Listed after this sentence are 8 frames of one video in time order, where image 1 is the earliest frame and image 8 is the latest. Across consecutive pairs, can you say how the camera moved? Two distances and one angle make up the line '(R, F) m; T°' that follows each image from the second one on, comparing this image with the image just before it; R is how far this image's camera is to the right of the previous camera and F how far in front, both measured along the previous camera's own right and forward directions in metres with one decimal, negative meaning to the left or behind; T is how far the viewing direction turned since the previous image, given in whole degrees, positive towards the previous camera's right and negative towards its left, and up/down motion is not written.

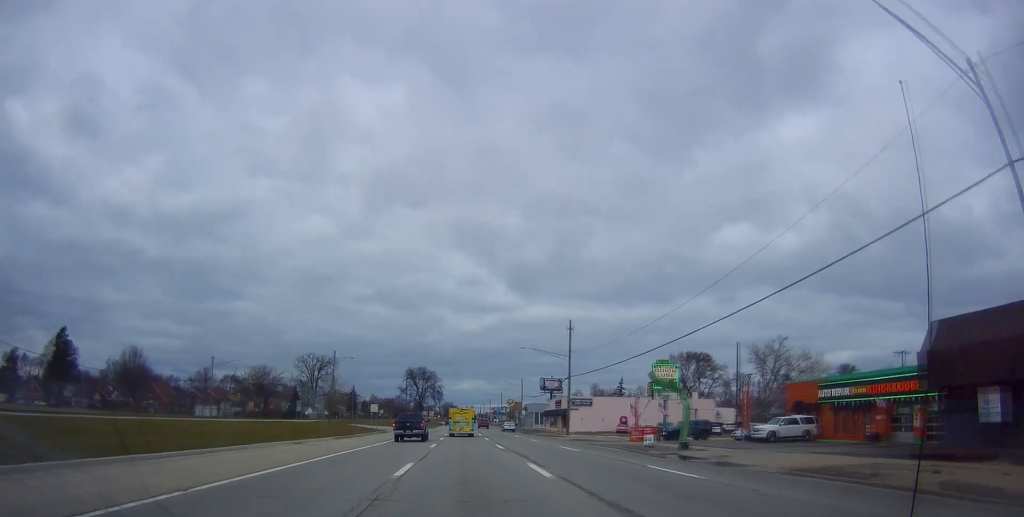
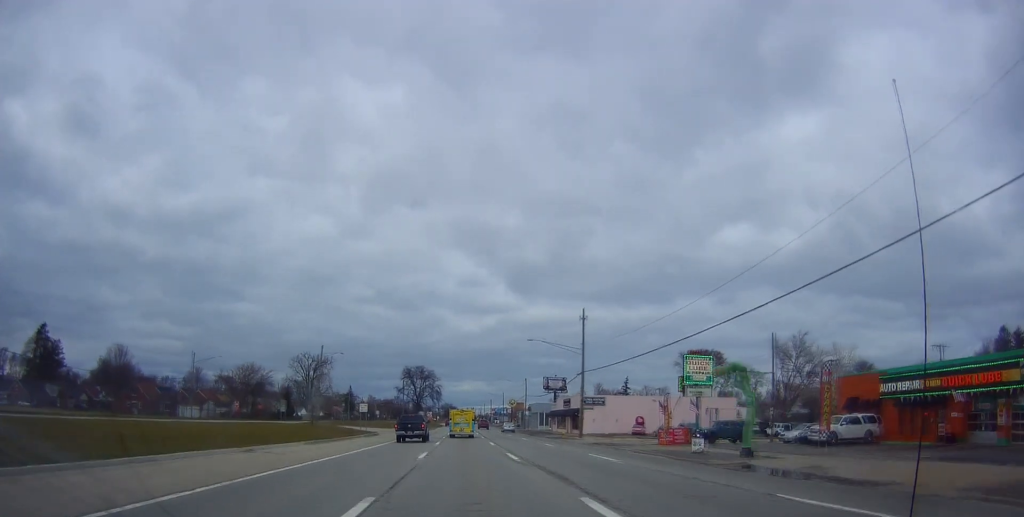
(-0.2, +8.0) m; 0°
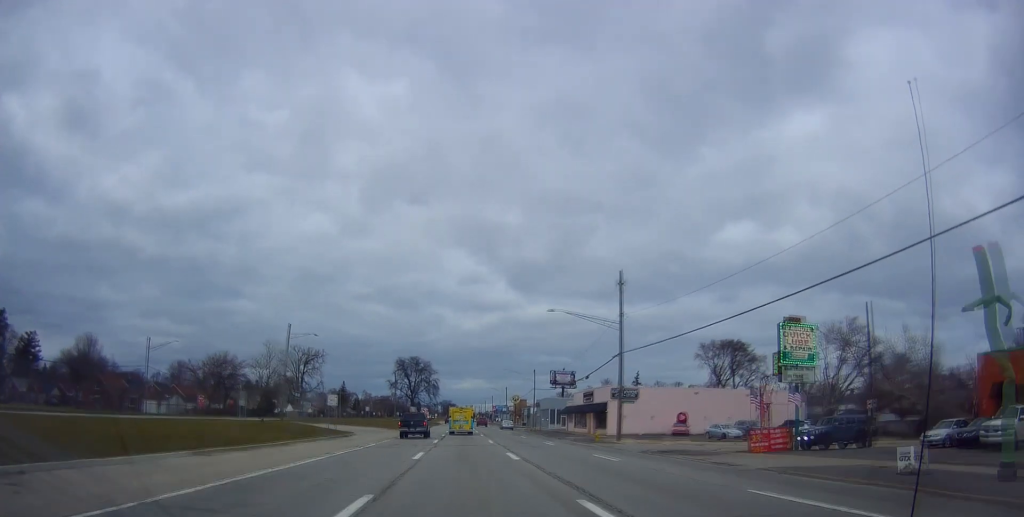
(+0.3, +15.6) m; +2°
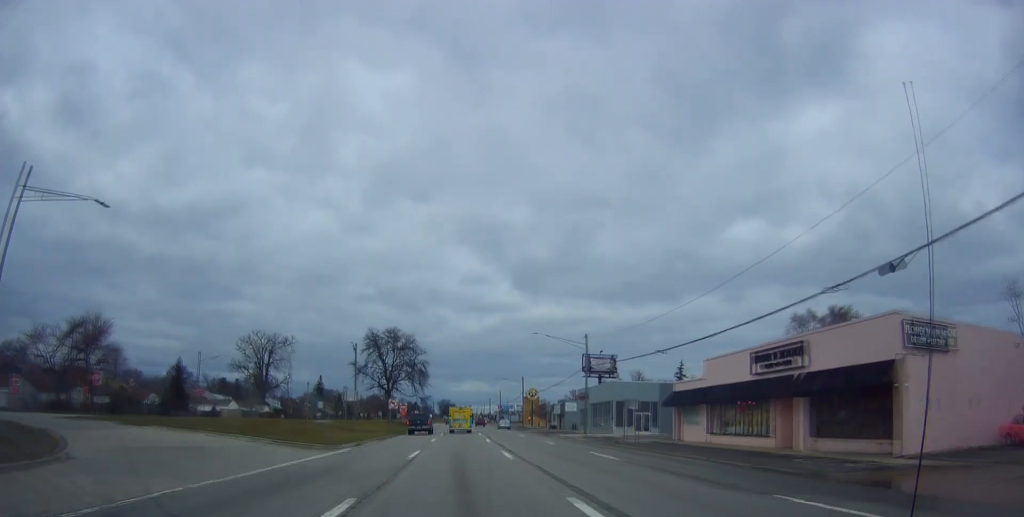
(+0.5, +46.5) m; -1°
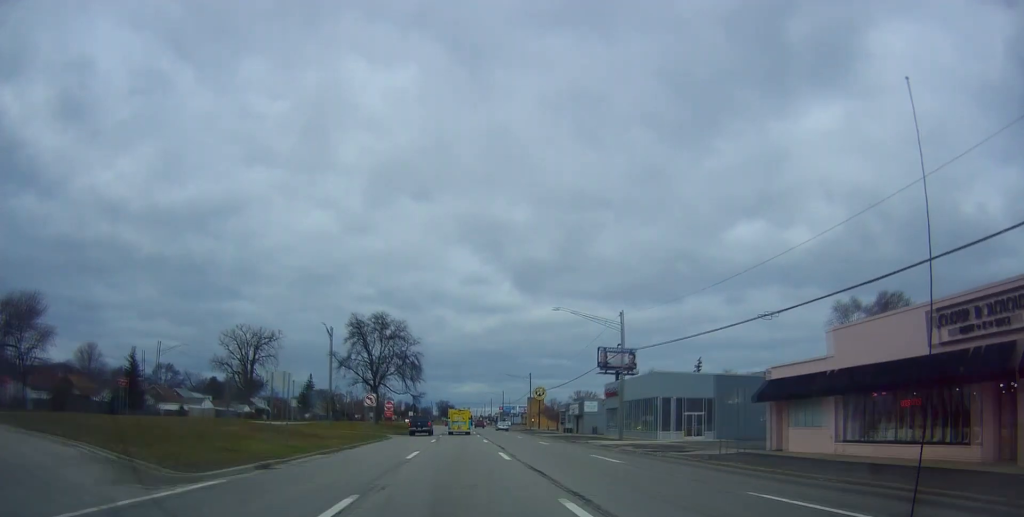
(-0.4, +14.9) m; 0°
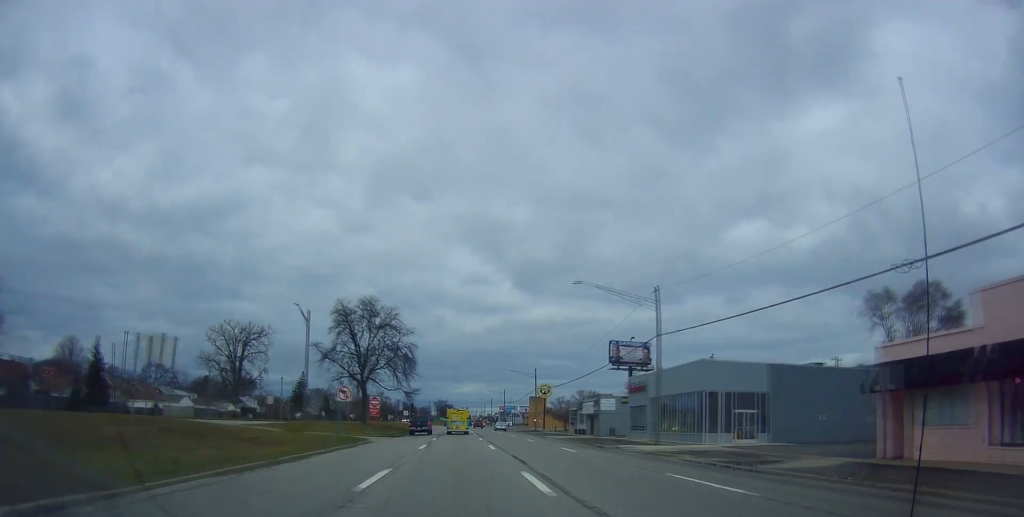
(+0.4, +9.7) m; 0°
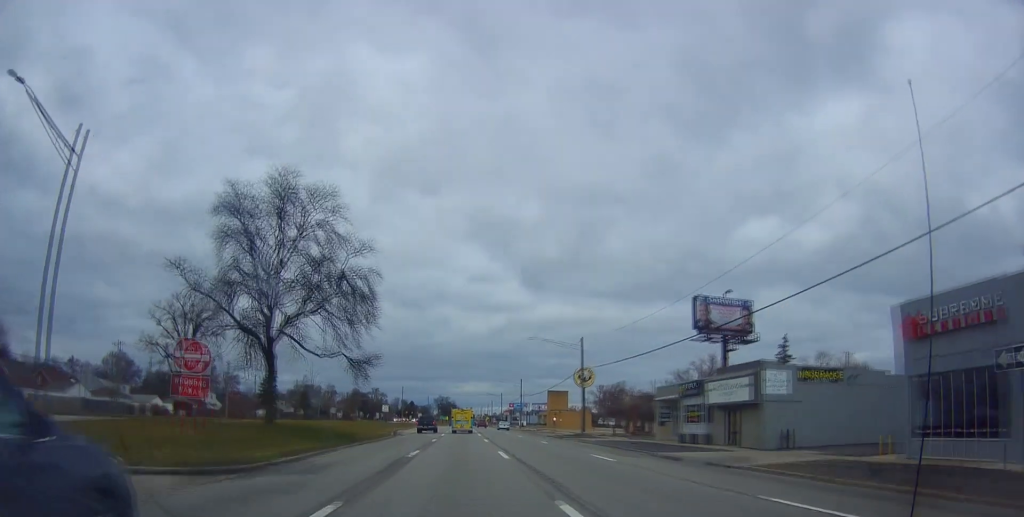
(0.0, +38.2) m; +1°
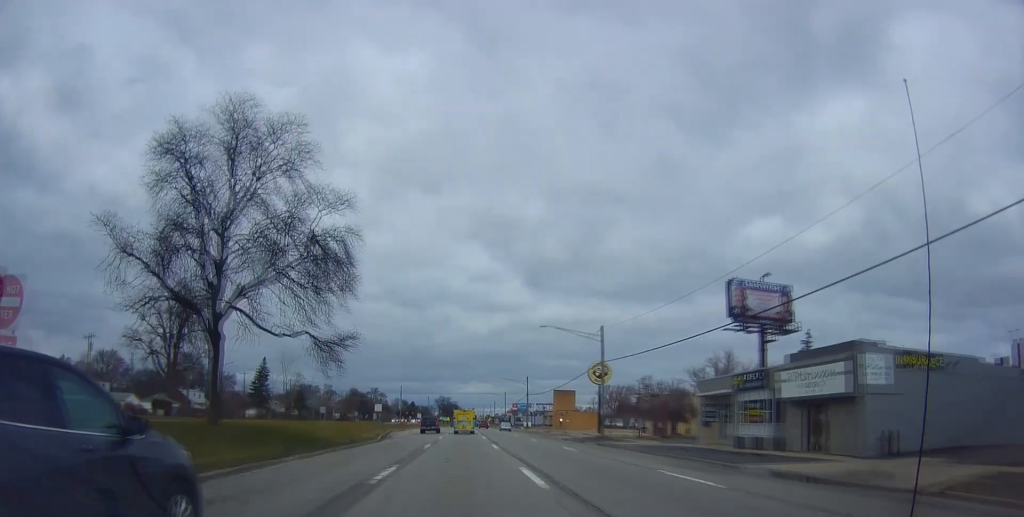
(+0.2, +9.0) m; 0°
